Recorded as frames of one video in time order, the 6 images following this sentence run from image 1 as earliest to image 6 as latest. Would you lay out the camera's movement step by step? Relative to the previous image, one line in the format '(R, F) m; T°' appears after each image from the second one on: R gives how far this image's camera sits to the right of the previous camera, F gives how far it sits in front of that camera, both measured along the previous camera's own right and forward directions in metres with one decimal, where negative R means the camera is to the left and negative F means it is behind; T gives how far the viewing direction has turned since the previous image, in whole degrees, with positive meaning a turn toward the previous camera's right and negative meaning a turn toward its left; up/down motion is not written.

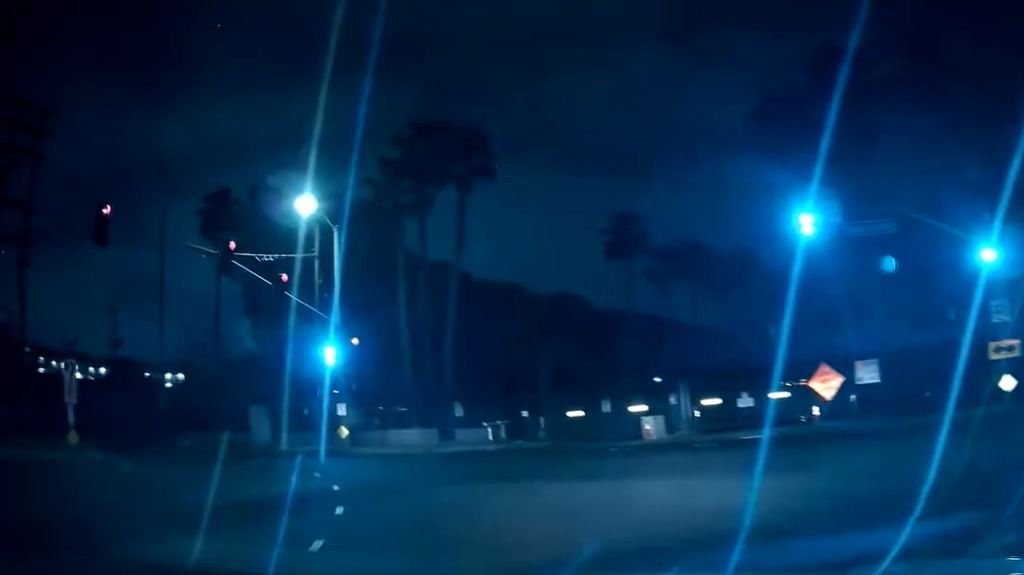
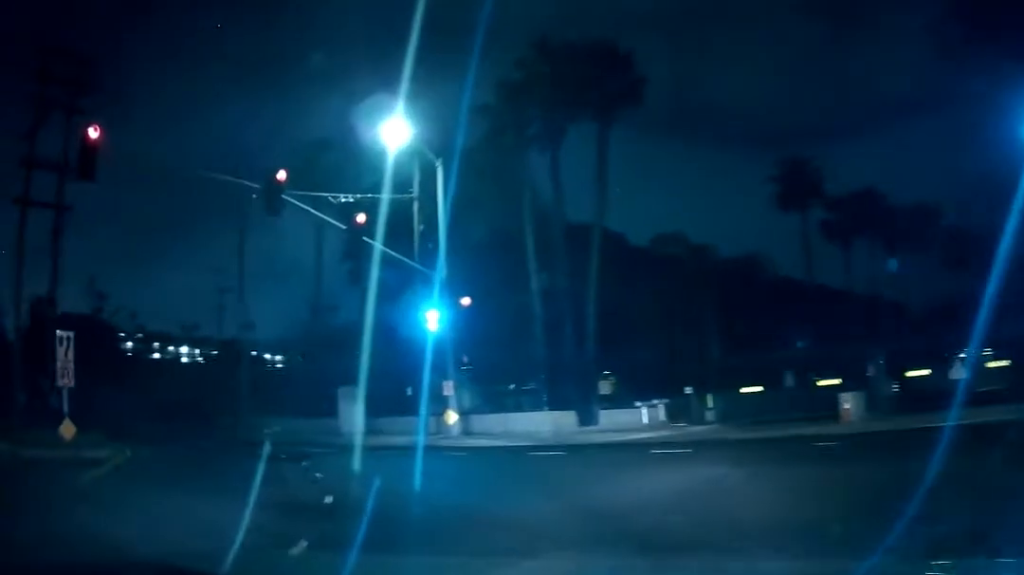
(-1.1, +6.8) m; -16°
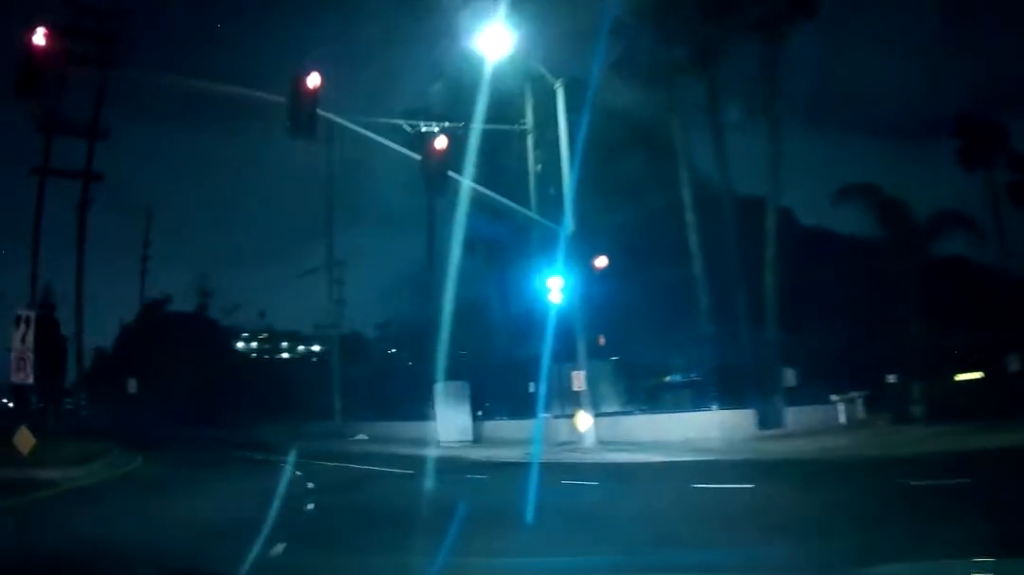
(-0.9, +7.0) m; -12°
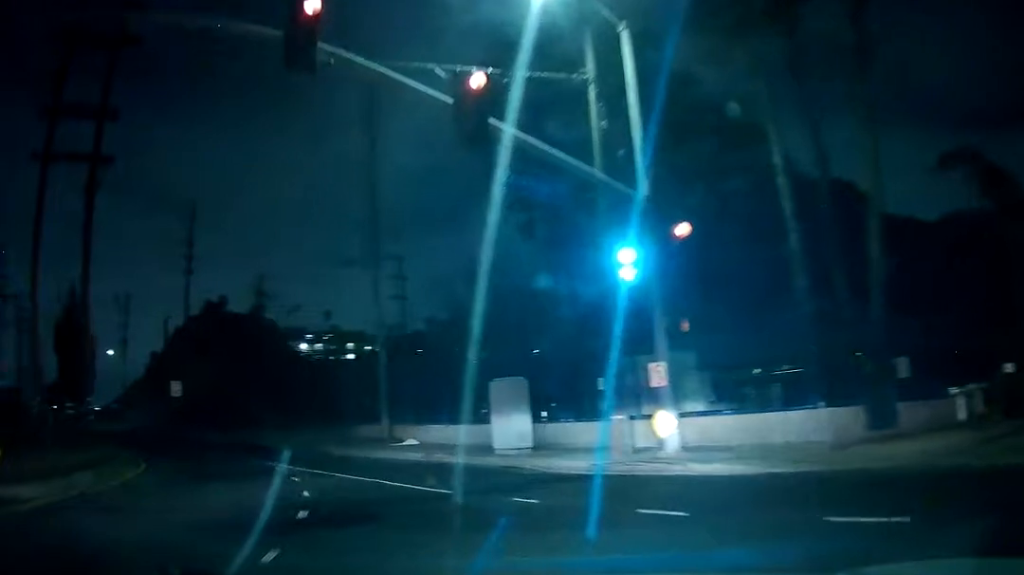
(-0.1, +3.5) m; -4°
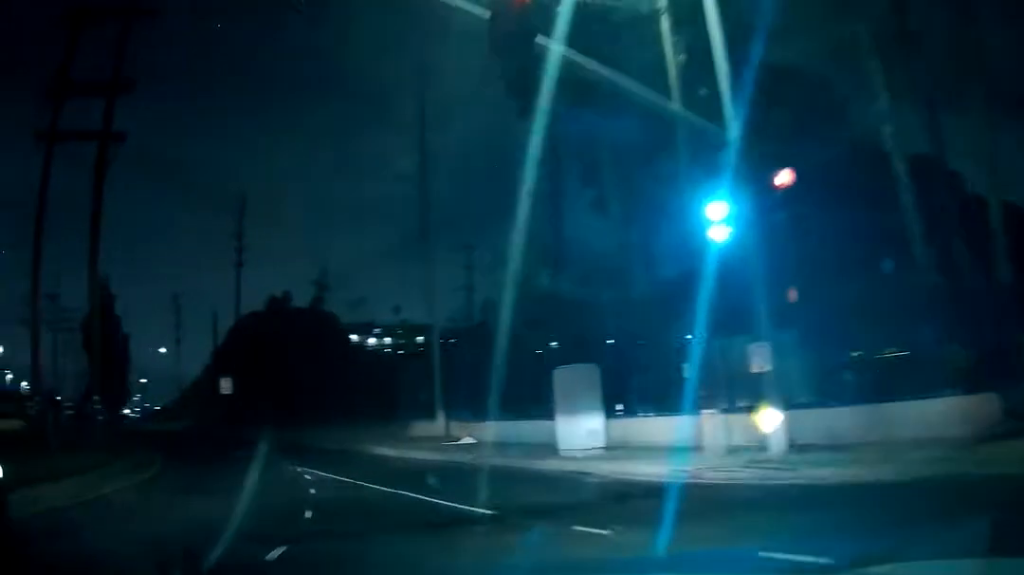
(-0.1, +2.9) m; -5°
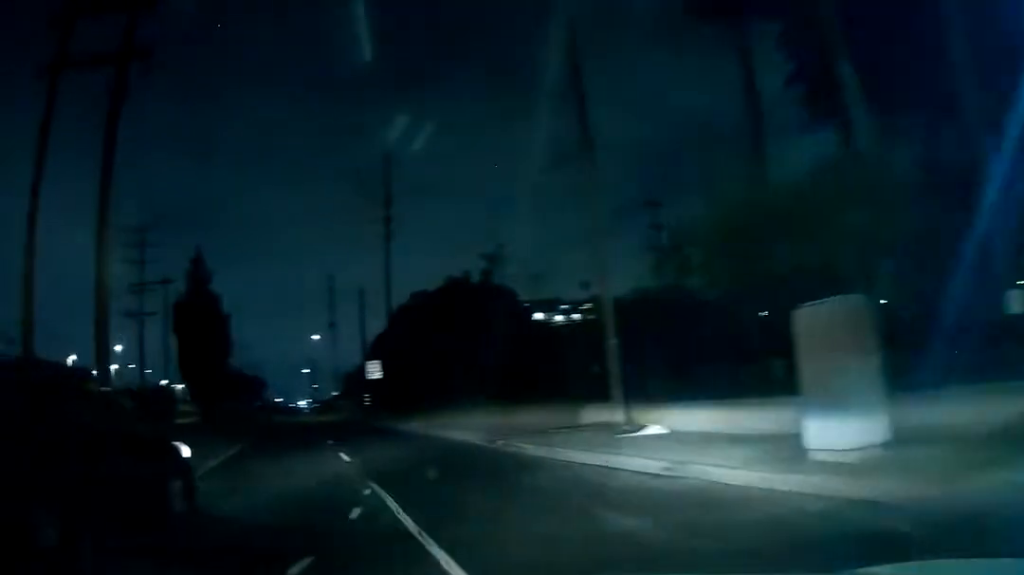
(-0.5, +6.8) m; -12°
